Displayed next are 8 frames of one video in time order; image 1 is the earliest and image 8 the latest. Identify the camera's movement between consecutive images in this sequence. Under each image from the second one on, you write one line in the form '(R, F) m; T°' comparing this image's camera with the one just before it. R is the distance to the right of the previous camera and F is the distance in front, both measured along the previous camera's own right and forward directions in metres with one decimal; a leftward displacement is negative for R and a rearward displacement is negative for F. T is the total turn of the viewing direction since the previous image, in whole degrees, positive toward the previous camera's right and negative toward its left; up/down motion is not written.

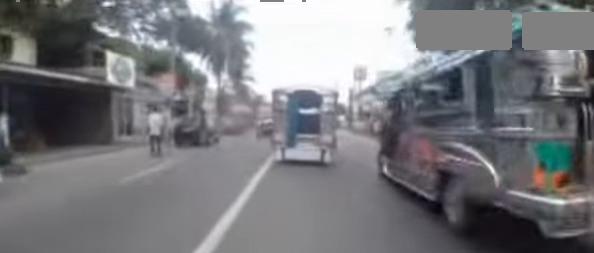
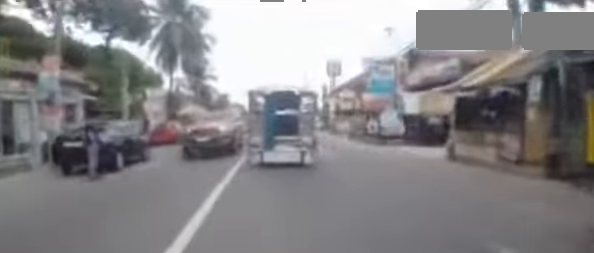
(-0.1, +5.9) m; 0°
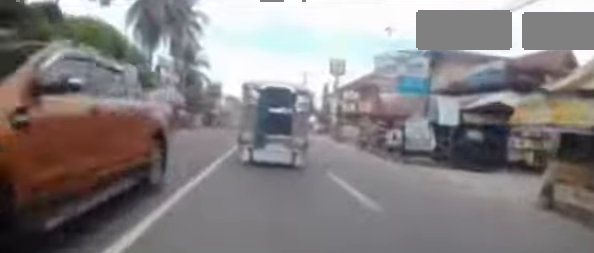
(0.0, +4.3) m; 0°
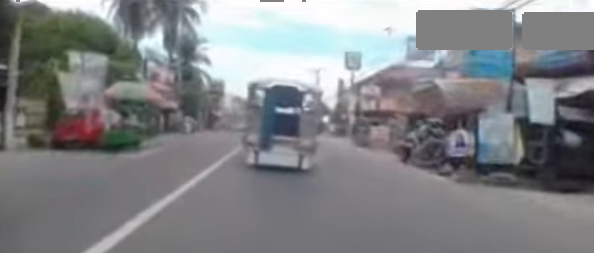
(0.0, +4.5) m; +1°
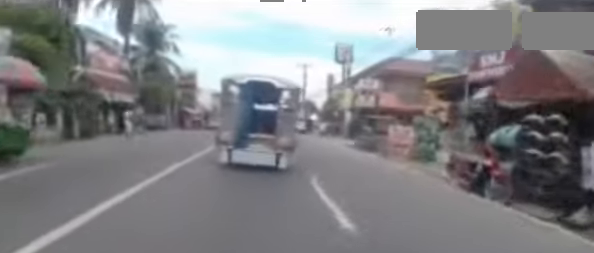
(0.0, +5.0) m; +3°
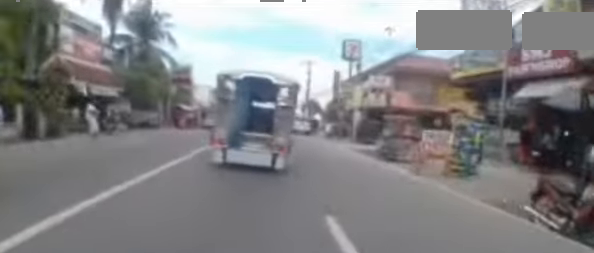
(0.0, +2.6) m; +1°
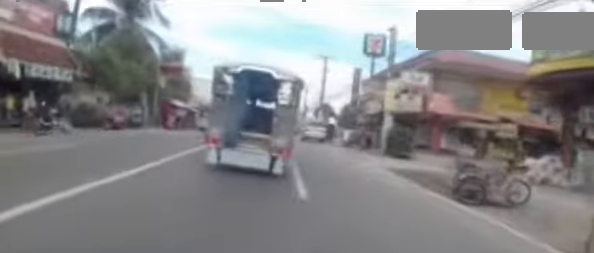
(+0.3, +4.8) m; 0°
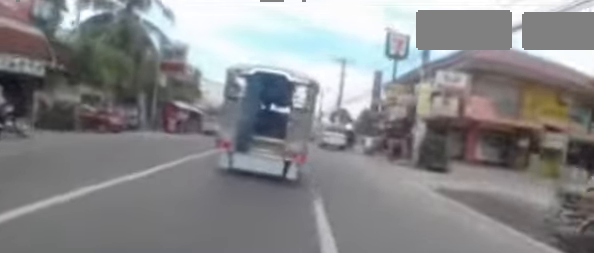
(-0.2, +2.6) m; 0°
